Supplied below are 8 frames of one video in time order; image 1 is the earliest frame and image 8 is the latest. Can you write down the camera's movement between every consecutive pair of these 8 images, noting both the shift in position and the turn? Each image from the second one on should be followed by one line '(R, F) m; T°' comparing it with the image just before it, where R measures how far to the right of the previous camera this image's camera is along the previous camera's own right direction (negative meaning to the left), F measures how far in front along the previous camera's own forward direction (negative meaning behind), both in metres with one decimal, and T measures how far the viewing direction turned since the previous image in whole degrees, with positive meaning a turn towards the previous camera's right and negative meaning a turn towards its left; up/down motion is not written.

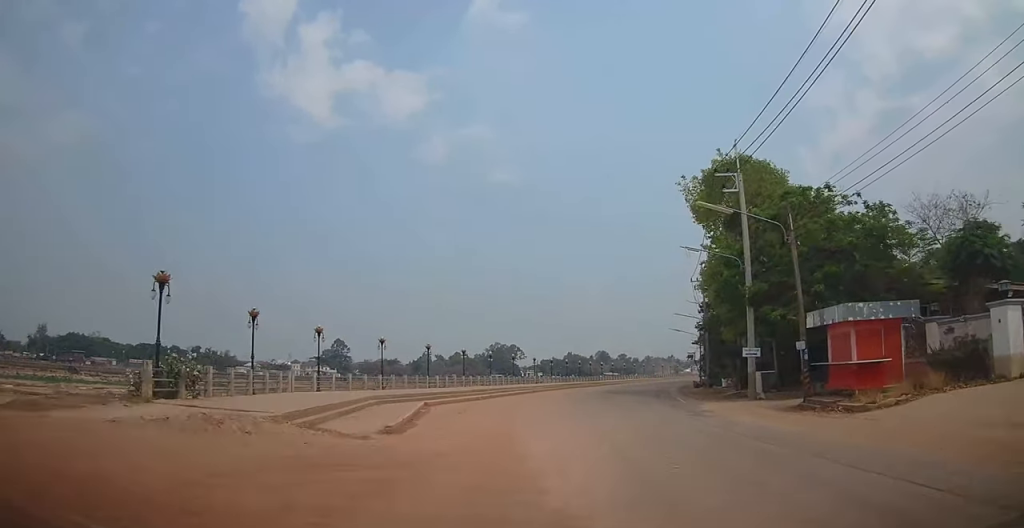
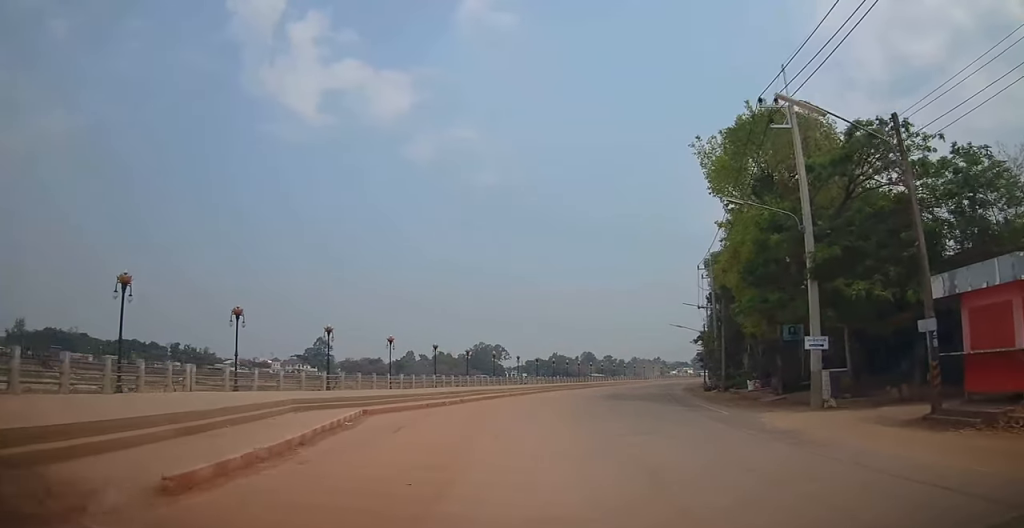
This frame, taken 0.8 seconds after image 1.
(+0.5, +7.7) m; +3°
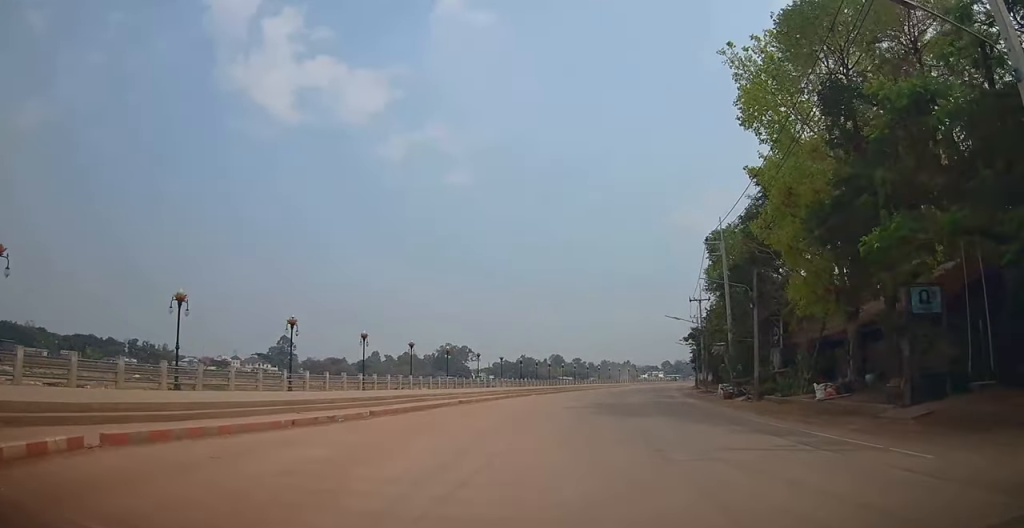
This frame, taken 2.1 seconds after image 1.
(0.0, +11.7) m; +2°
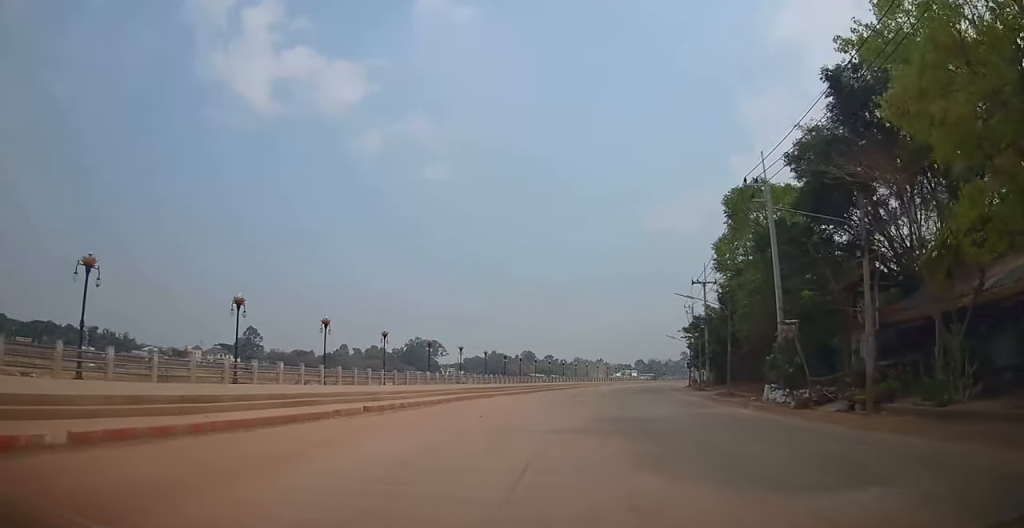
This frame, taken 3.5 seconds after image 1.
(+0.9, +12.6) m; +7°
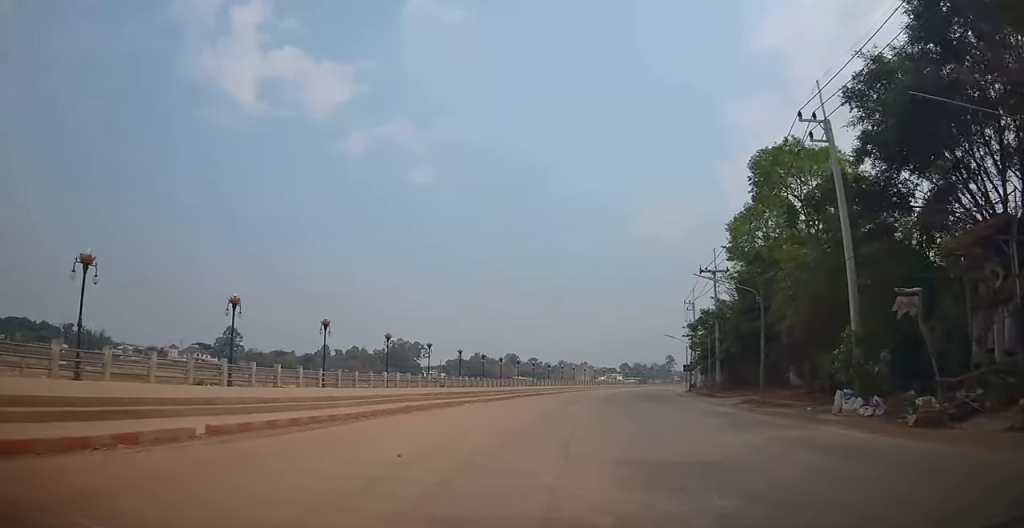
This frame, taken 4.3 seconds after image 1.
(+0.1, +8.3) m; +5°
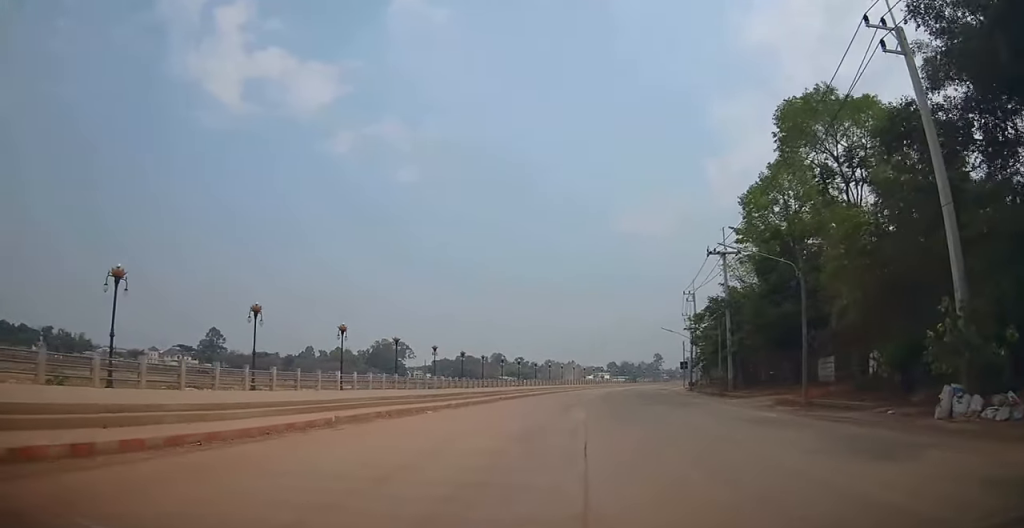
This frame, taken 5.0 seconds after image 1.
(+0.3, +6.5) m; +2°
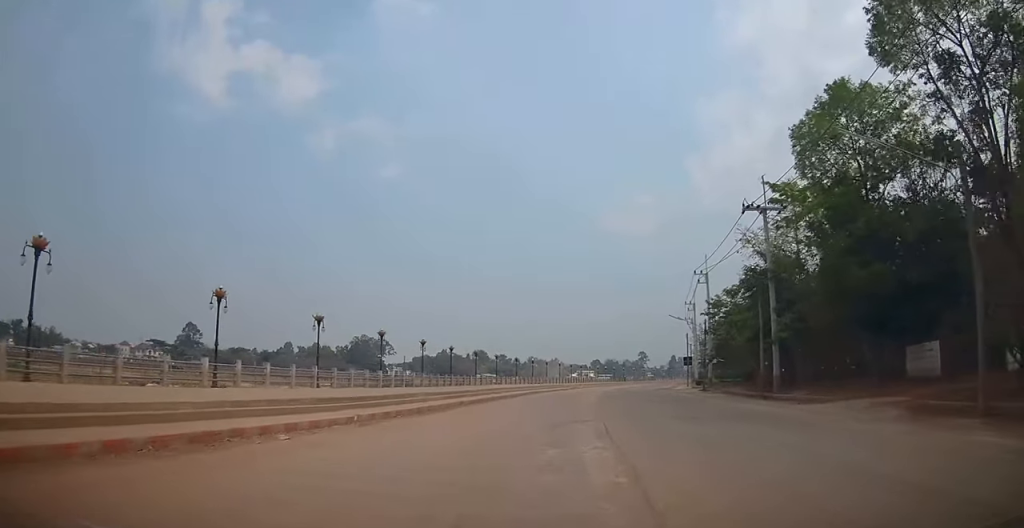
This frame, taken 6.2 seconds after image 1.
(+0.1, +11.4) m; 0°
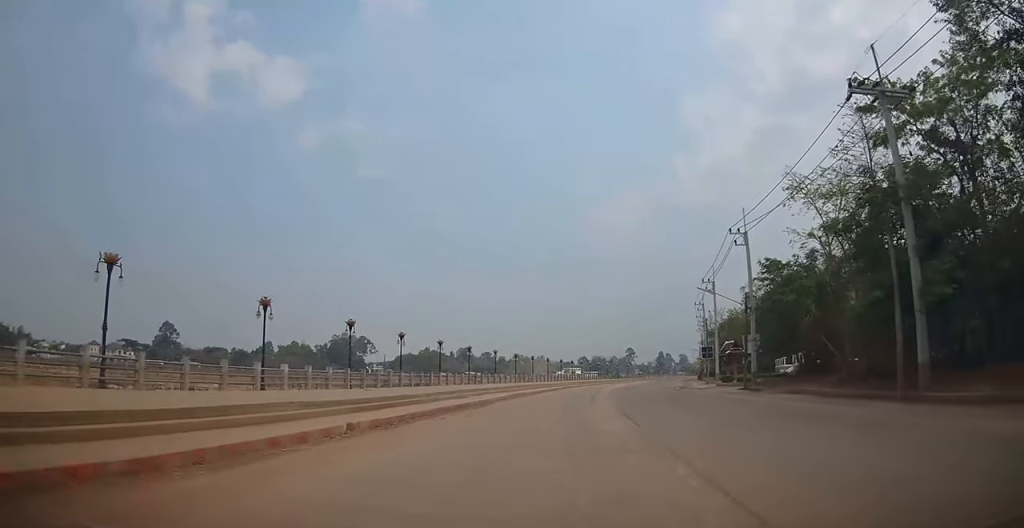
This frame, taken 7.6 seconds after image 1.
(+0.4, +14.0) m; 0°
